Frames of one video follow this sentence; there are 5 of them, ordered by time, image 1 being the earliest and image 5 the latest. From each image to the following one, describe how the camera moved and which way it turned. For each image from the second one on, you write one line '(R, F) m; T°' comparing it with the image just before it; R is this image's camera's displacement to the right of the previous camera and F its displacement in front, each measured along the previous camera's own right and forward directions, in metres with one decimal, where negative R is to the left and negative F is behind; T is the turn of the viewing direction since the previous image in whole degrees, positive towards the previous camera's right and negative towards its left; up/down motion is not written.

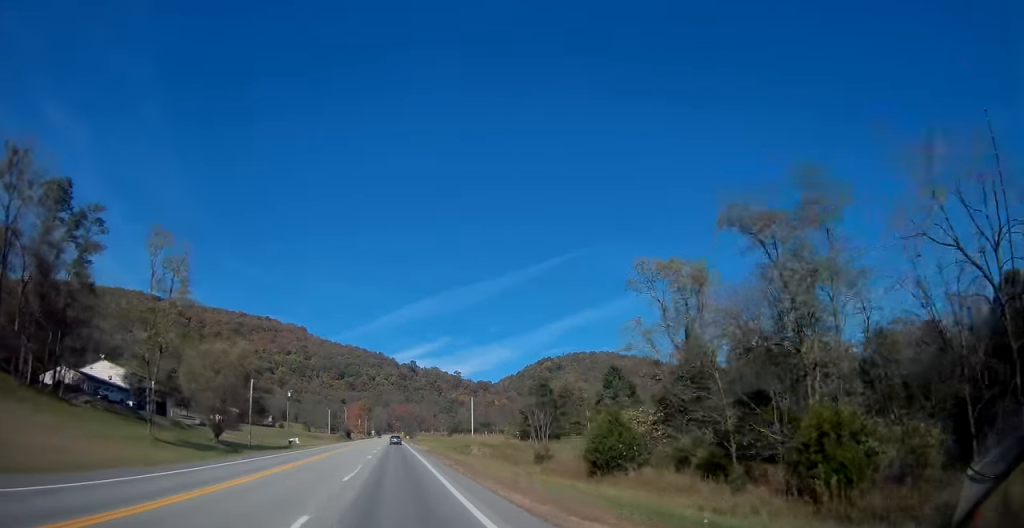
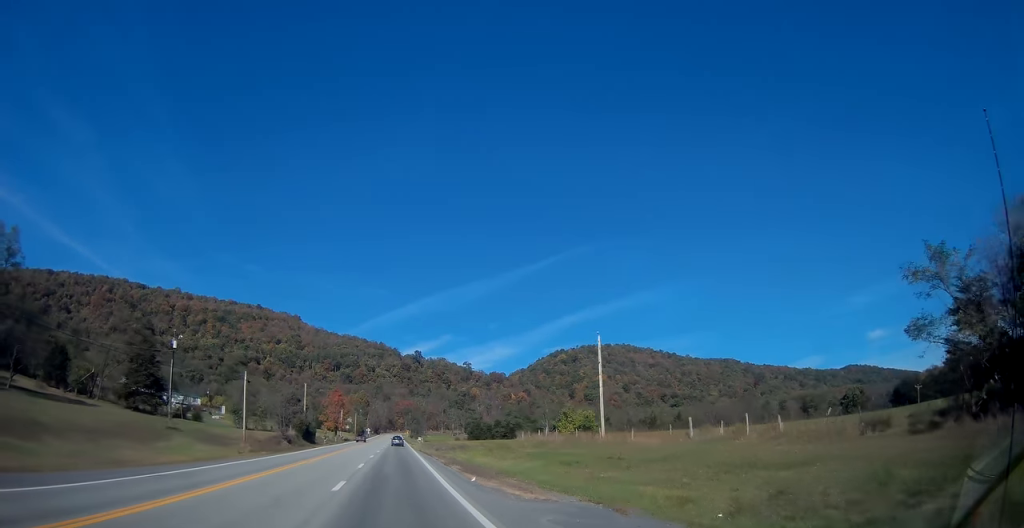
(-0.4, +77.0) m; 0°
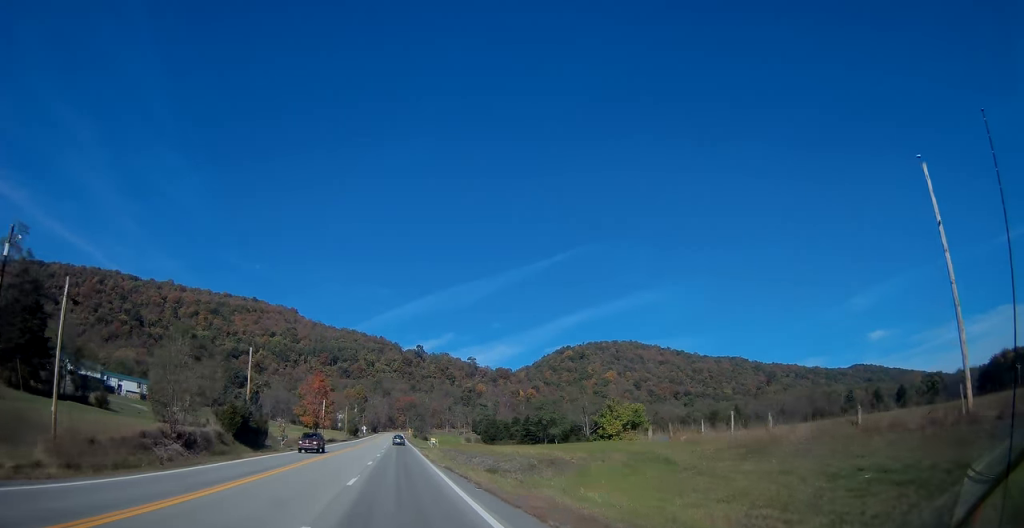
(+0.1, +35.1) m; 0°
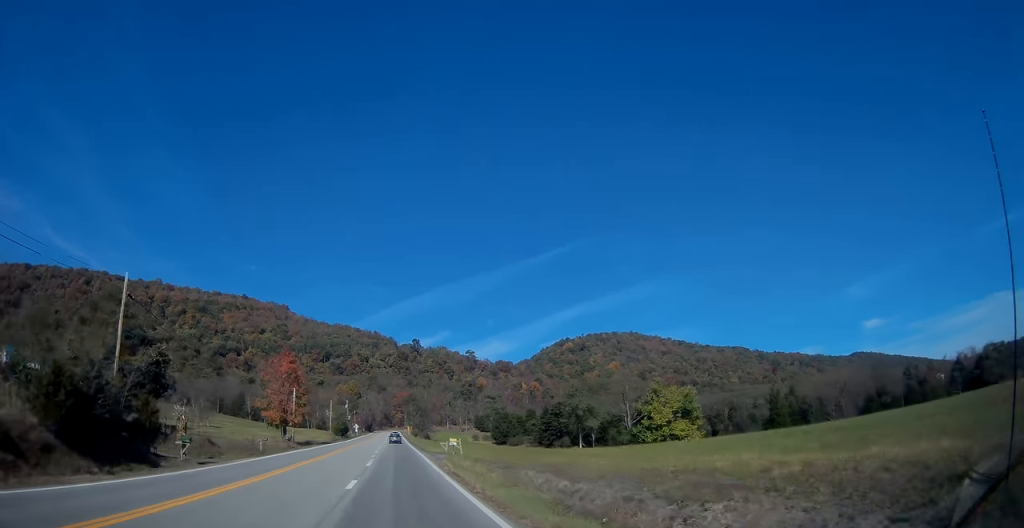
(-0.2, +26.0) m; 0°
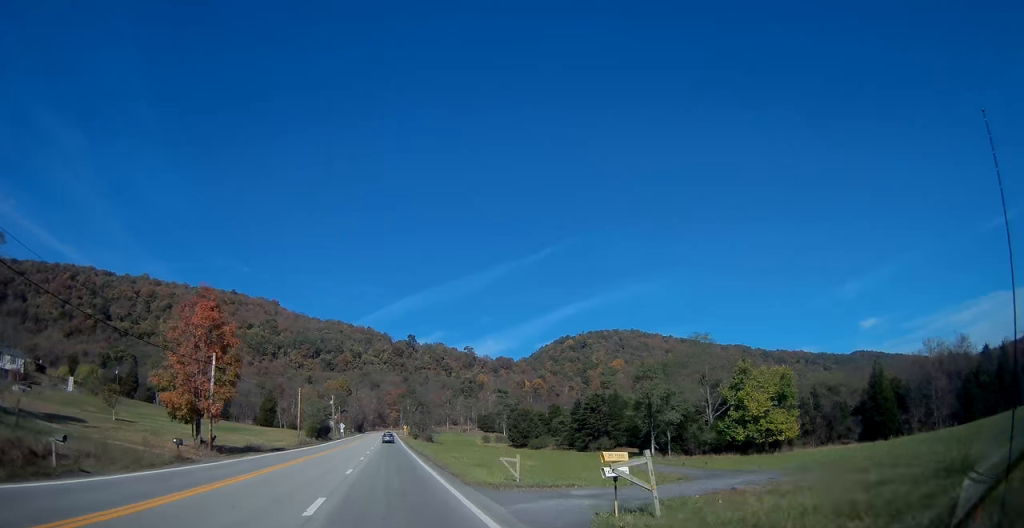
(0.0, +31.1) m; +1°
